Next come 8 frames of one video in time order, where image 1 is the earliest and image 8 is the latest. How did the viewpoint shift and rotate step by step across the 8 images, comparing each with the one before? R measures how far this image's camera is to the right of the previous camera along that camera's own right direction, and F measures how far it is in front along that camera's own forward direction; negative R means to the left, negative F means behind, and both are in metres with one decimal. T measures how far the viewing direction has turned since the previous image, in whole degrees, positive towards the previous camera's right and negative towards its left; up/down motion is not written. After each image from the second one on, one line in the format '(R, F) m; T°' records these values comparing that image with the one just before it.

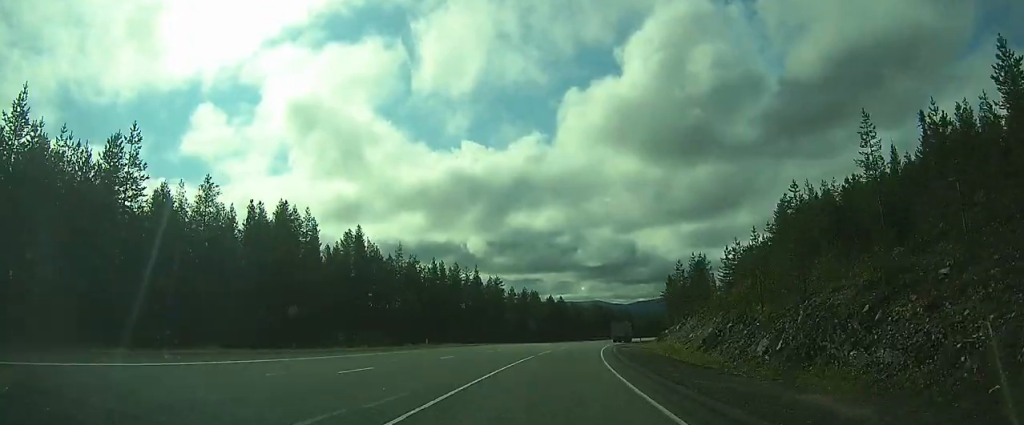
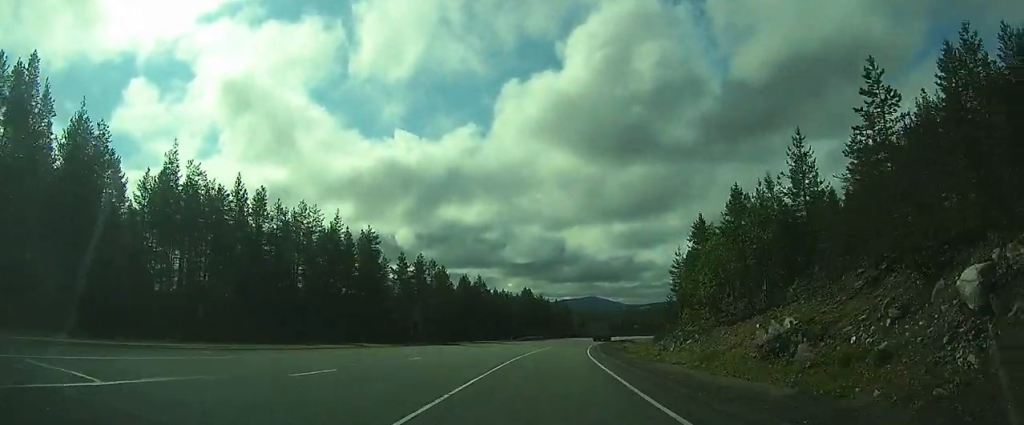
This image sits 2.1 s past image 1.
(0.0, +44.0) m; 0°
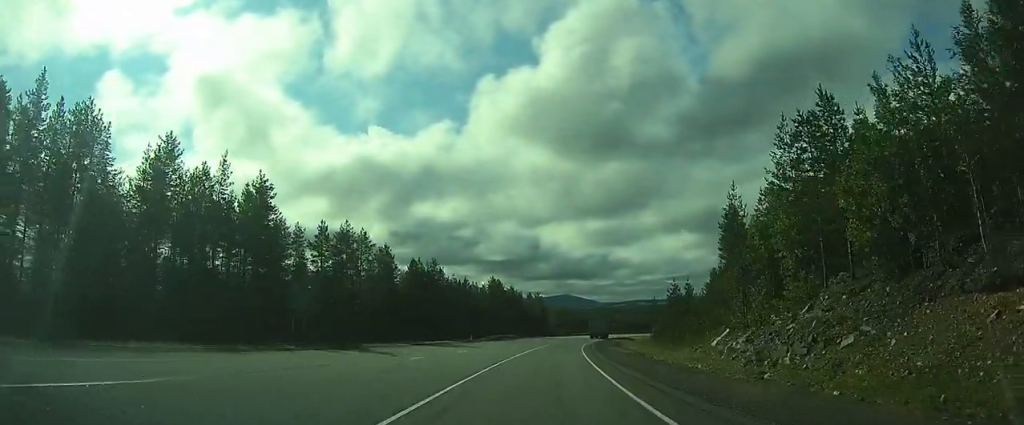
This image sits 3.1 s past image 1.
(0.0, +21.3) m; 0°
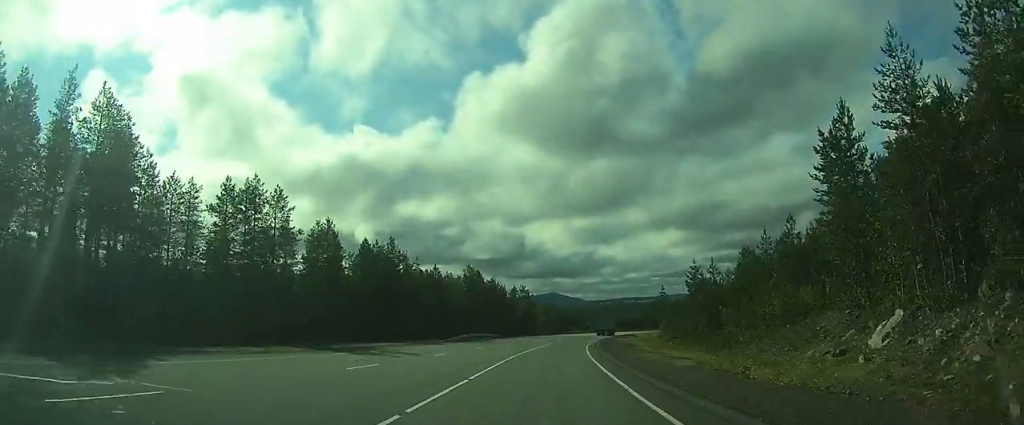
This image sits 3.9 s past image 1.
(0.0, +17.2) m; 0°
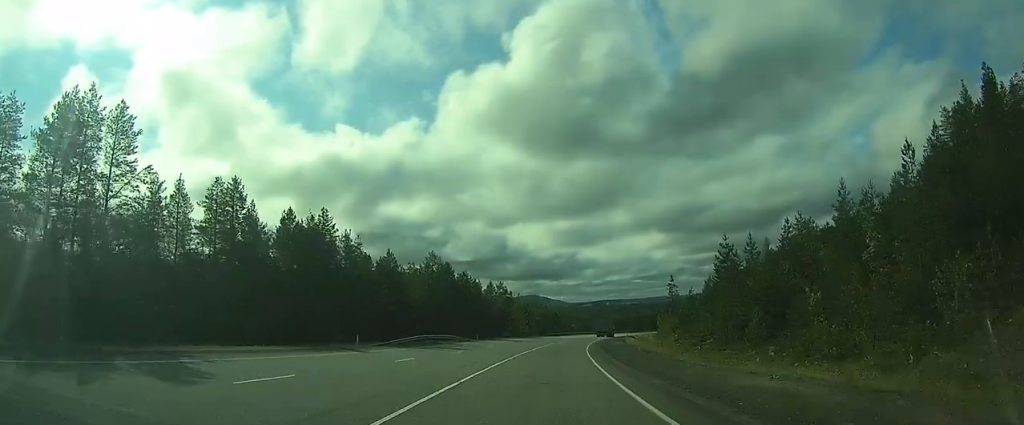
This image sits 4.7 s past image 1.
(0.0, +16.6) m; 0°
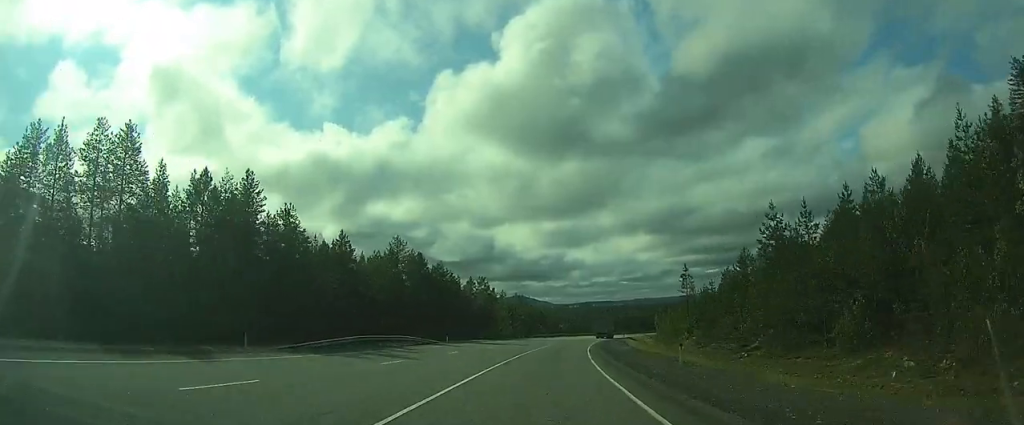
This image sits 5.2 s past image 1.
(0.0, +12.4) m; 0°
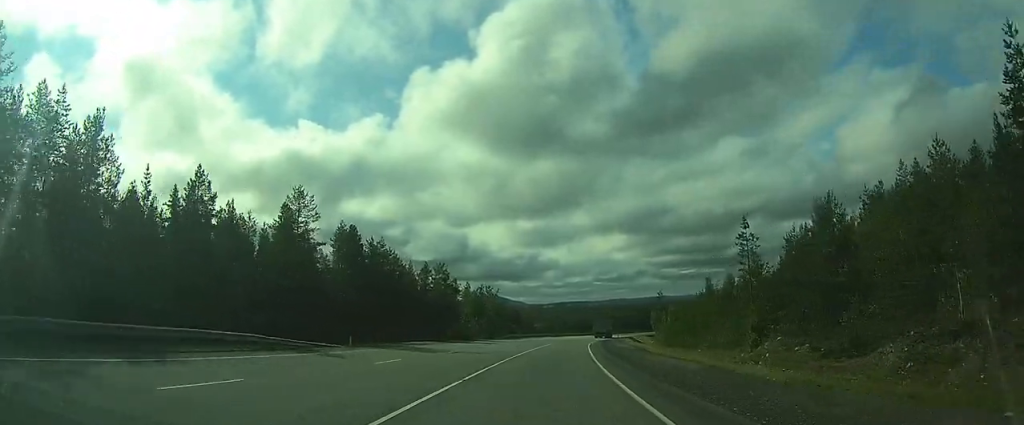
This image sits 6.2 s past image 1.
(0.0, +22.0) m; 0°
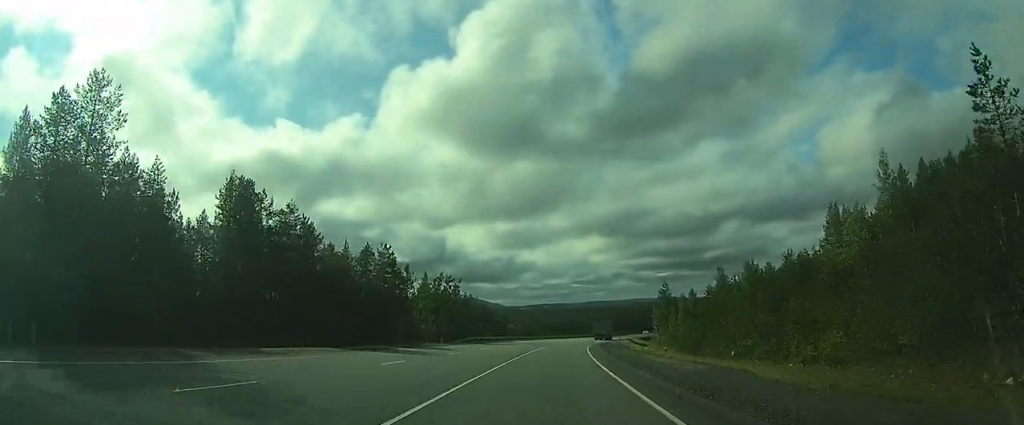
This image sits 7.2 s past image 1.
(0.0, +21.6) m; 0°
